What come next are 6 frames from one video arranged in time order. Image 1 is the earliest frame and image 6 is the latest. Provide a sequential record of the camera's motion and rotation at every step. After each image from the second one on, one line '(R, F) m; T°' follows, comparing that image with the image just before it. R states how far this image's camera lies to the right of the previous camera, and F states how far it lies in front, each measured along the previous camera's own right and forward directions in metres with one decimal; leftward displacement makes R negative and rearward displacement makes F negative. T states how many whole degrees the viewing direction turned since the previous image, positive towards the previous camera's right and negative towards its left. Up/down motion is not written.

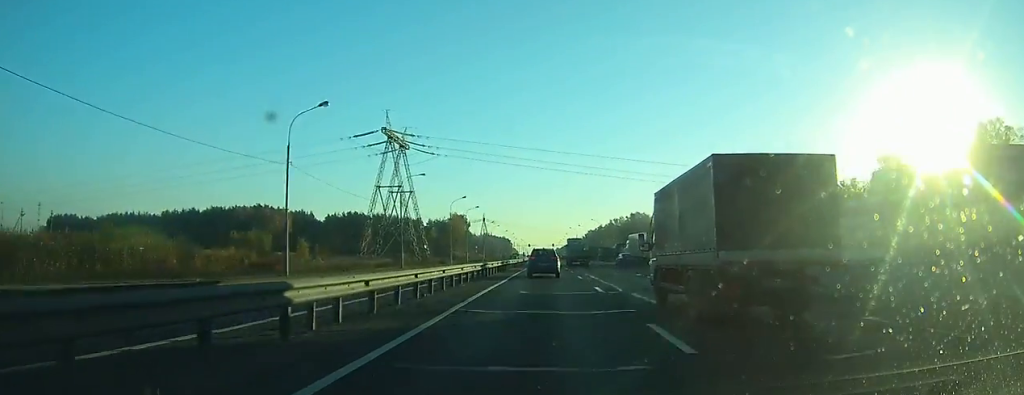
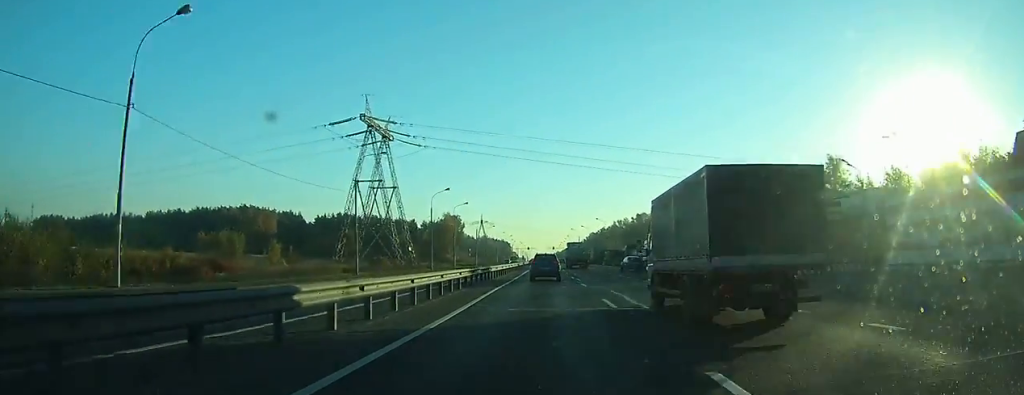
(-0.1, +15.7) m; 0°
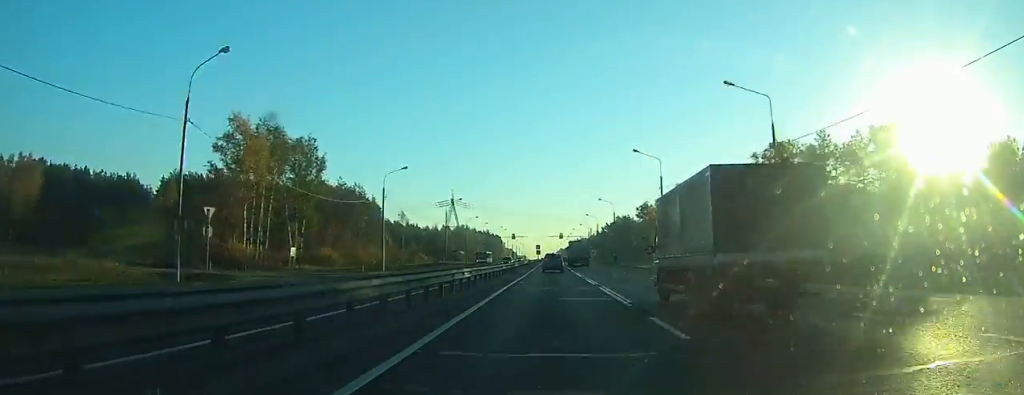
(-0.5, +139.9) m; 0°
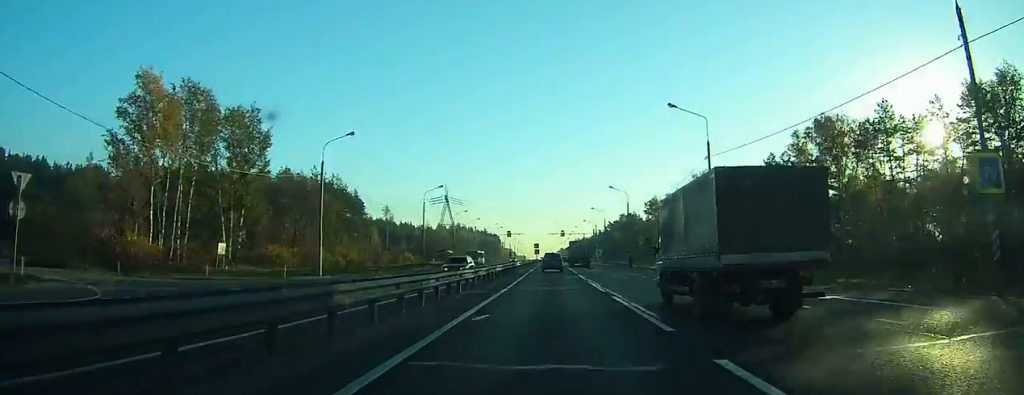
(0.0, +15.9) m; 0°
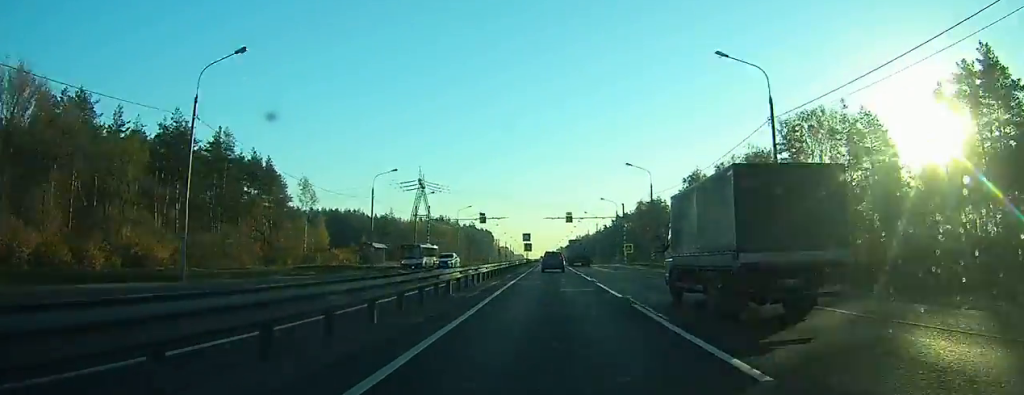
(0.0, +50.4) m; 0°
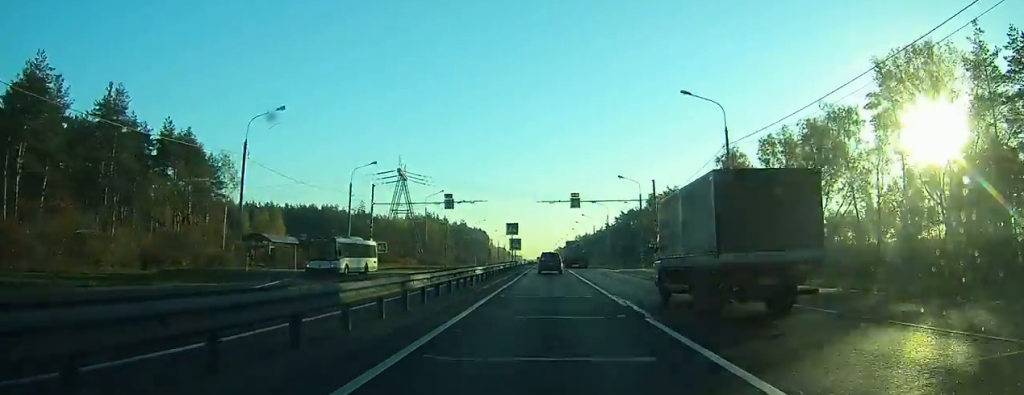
(+0.1, +28.4) m; 0°
